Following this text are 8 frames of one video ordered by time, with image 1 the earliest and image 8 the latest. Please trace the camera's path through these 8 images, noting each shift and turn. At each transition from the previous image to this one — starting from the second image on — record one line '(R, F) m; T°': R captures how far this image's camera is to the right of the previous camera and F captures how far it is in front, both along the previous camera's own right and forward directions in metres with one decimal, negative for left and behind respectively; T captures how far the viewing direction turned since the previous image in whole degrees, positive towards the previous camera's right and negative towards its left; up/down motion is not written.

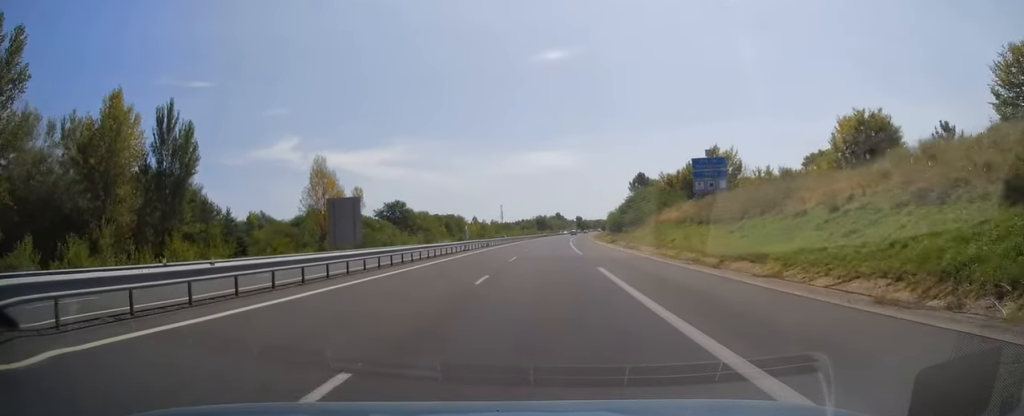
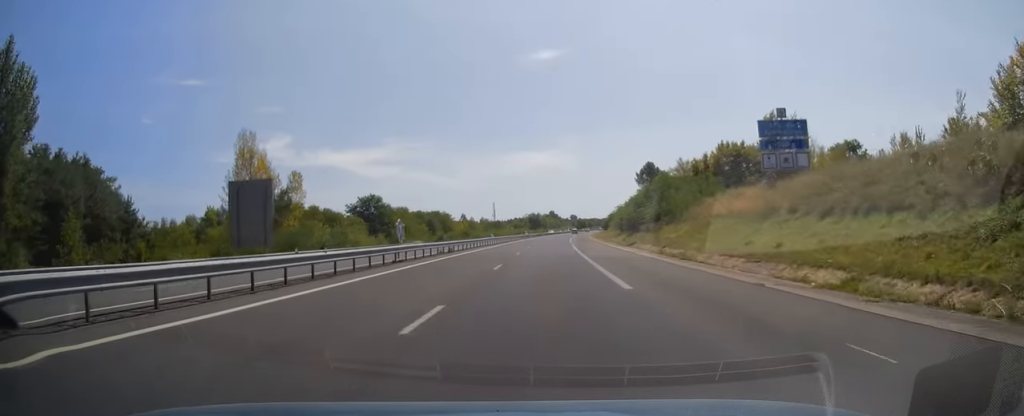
(0.0, +21.1) m; 0°
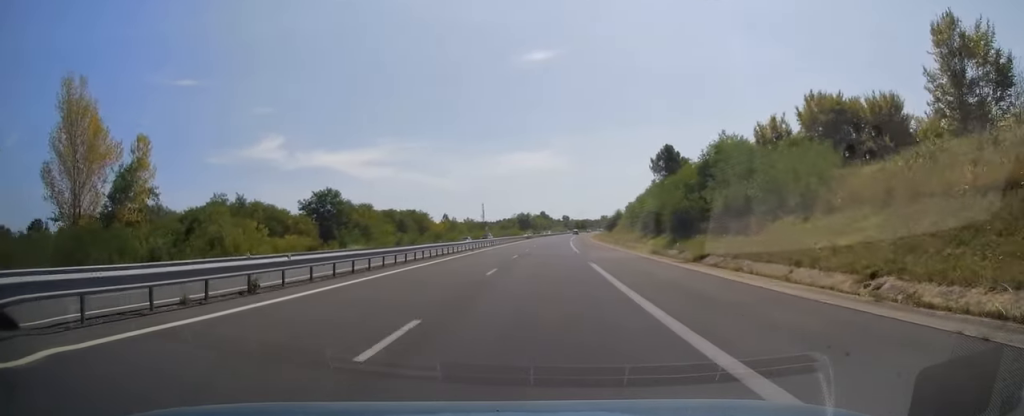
(0.0, +28.1) m; +2°
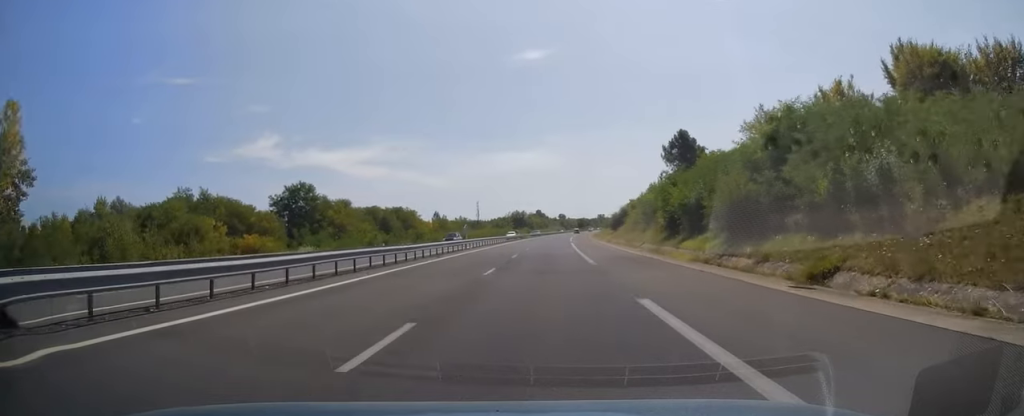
(+0.4, +13.8) m; 0°
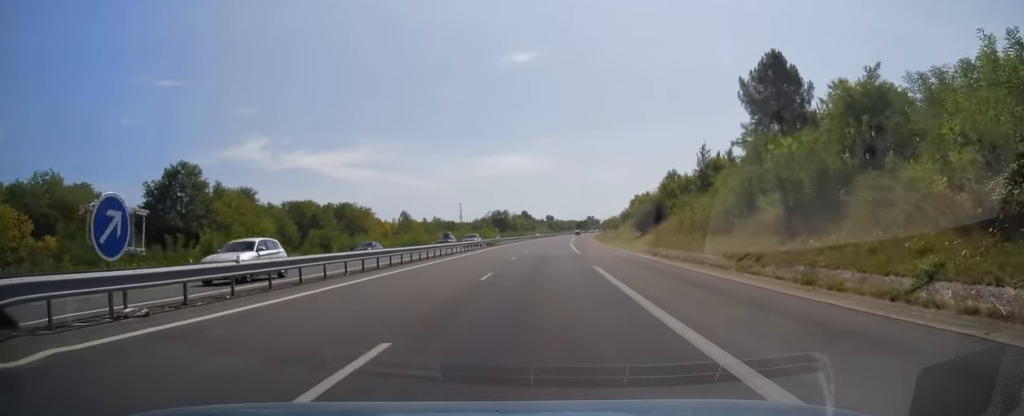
(+0.1, +40.9) m; +1°
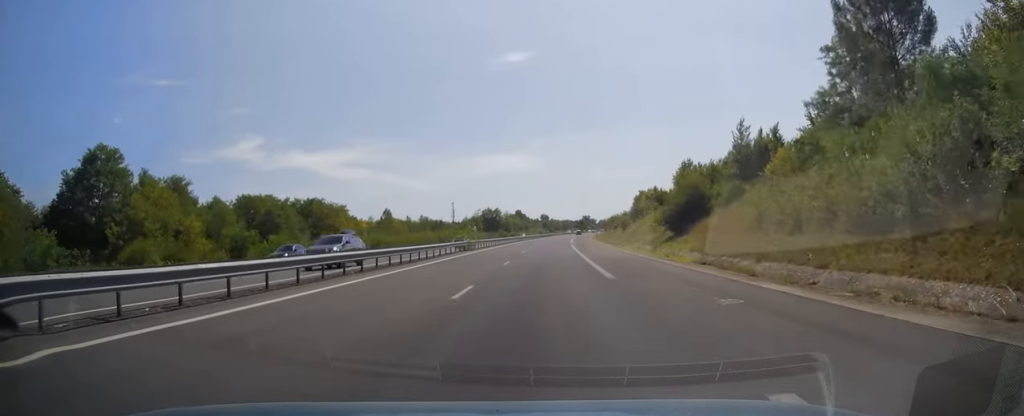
(+0.4, +18.2) m; +1°
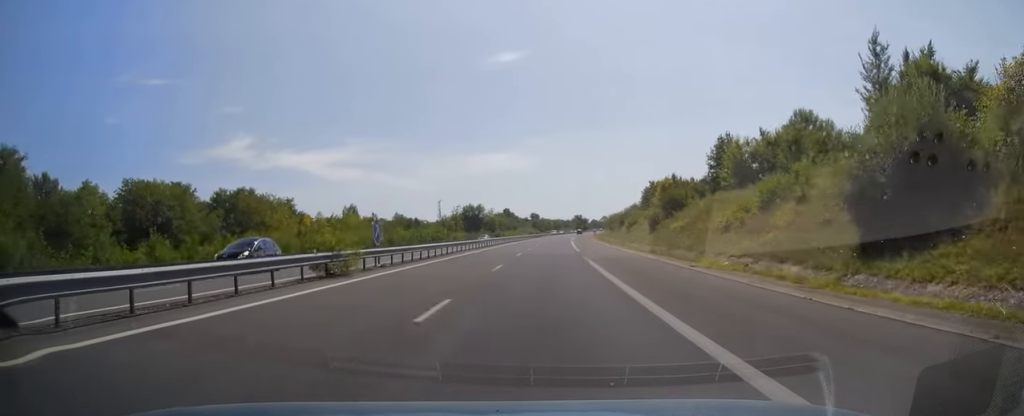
(+0.2, +29.6) m; +1°
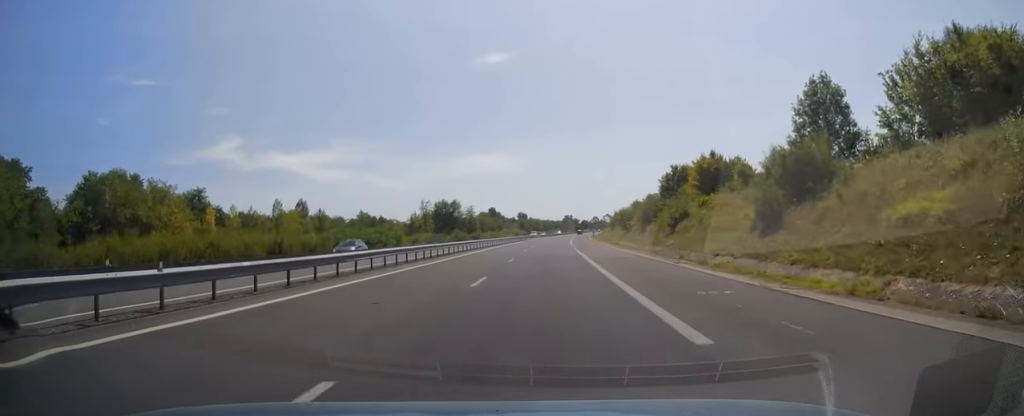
(+0.4, +32.9) m; +1°
